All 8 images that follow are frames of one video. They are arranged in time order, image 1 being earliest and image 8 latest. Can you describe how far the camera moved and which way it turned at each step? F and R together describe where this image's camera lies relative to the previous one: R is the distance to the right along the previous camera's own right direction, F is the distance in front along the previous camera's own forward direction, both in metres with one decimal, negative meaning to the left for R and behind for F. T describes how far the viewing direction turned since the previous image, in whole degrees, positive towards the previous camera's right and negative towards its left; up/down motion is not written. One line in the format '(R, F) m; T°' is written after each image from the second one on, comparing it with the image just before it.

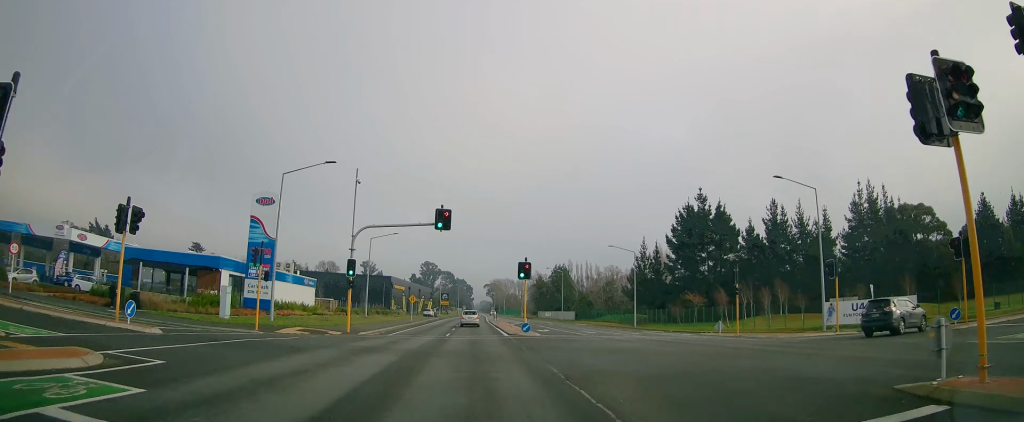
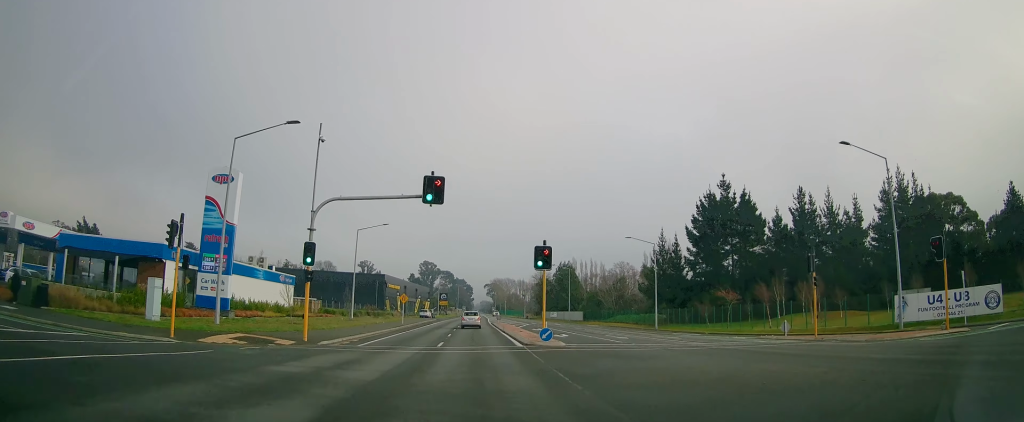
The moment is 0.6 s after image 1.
(-0.1, +8.7) m; 0°
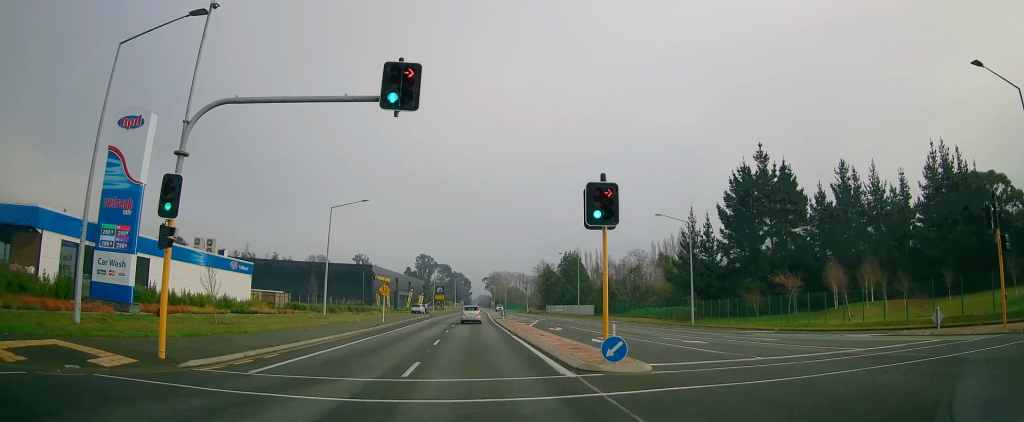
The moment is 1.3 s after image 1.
(-0.5, +11.8) m; 0°
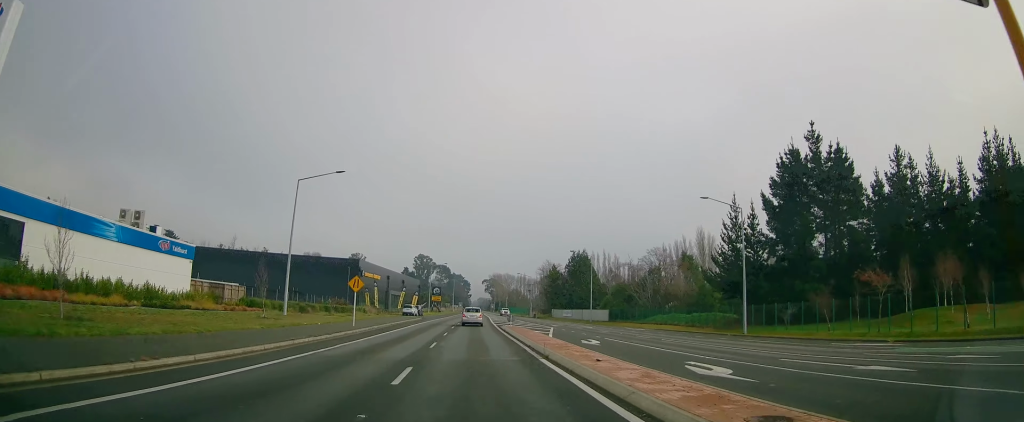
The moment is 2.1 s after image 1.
(+0.6, +11.4) m; +1°
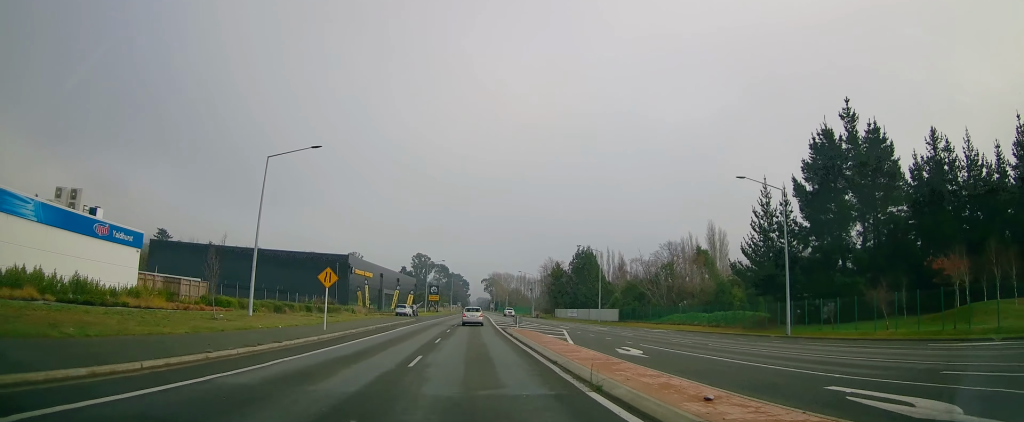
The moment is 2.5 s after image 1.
(0.0, +6.8) m; 0°
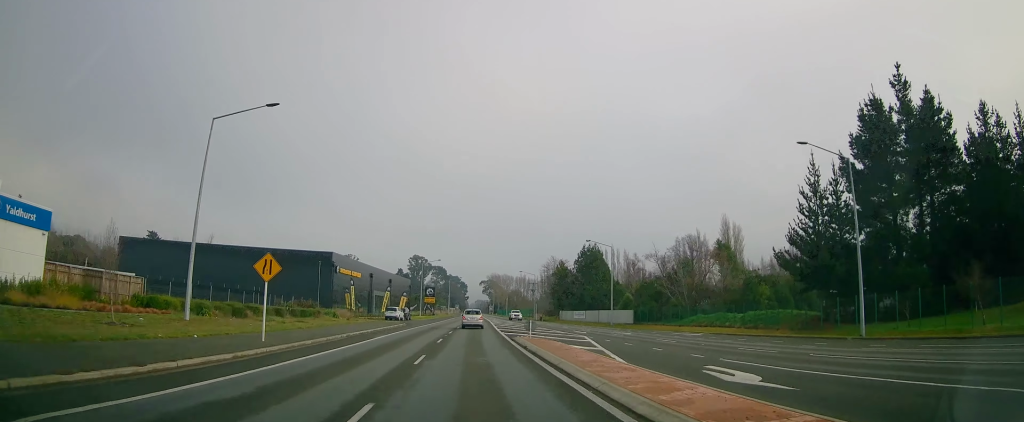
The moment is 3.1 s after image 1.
(-0.3, +8.9) m; 0°
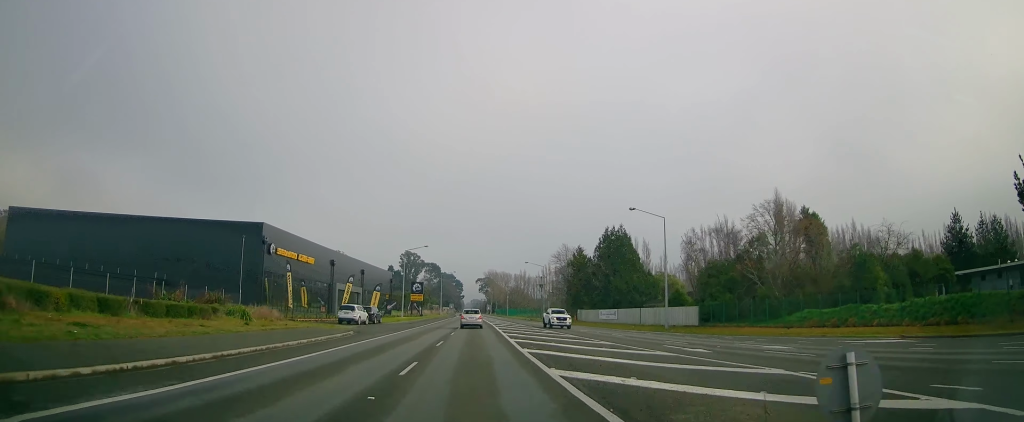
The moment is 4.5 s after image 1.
(+0.3, +23.1) m; 0°
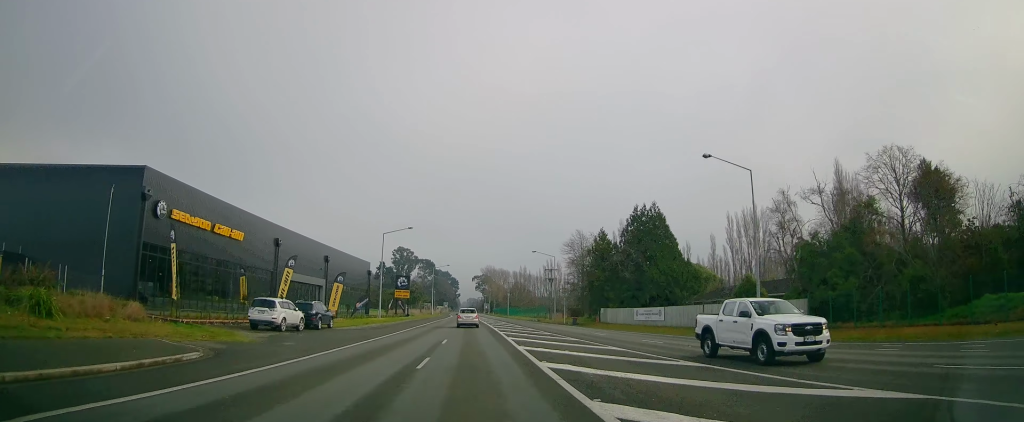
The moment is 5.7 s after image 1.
(-0.1, +18.6) m; 0°
